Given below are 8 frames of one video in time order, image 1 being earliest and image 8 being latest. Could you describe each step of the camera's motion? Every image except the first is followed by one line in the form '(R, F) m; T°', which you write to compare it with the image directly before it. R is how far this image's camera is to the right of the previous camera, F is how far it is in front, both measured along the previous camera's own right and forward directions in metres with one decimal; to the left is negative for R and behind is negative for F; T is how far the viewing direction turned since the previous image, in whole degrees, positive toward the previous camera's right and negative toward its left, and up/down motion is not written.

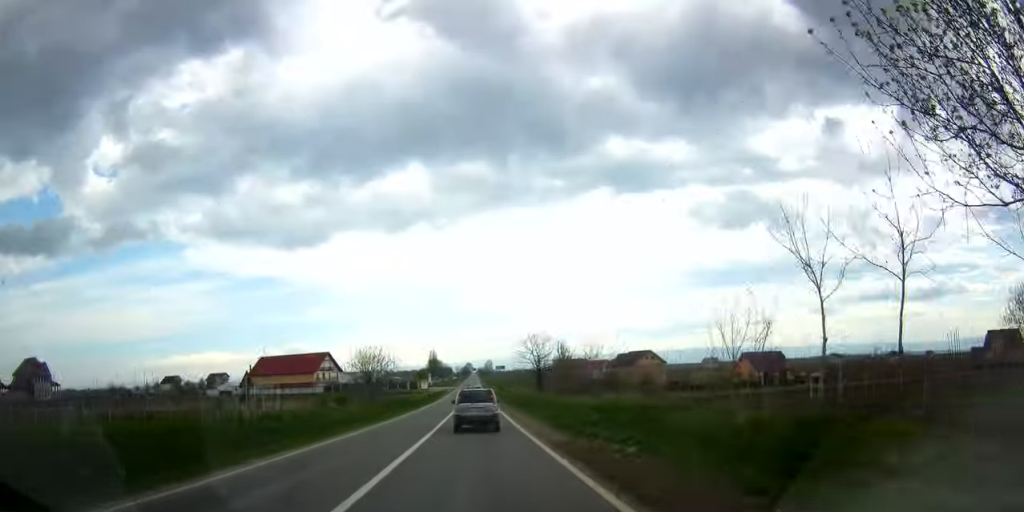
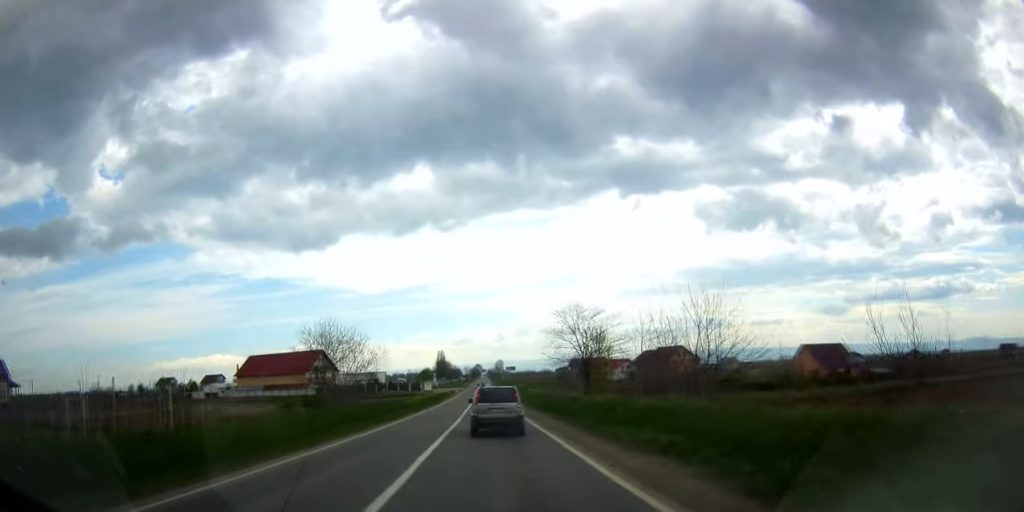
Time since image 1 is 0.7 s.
(-0.1, +17.8) m; 0°
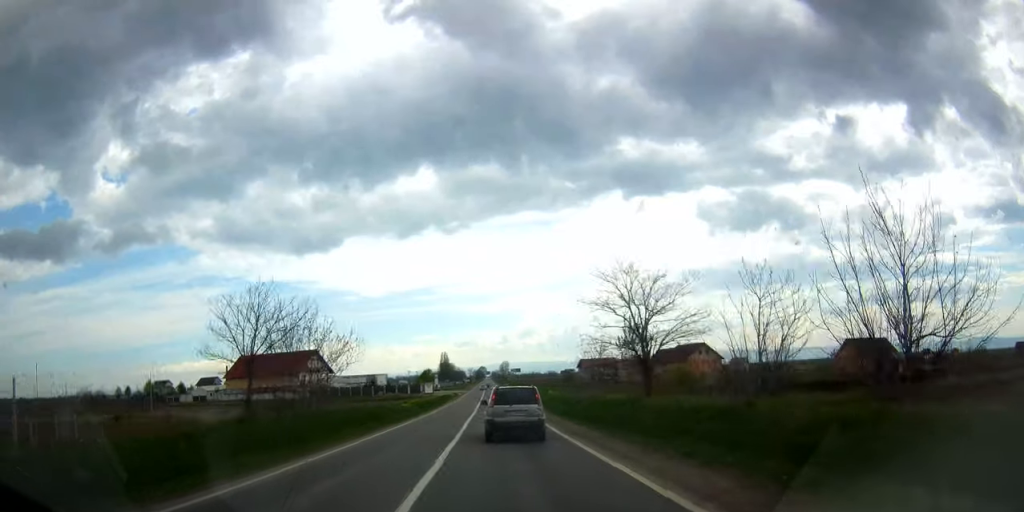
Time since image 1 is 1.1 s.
(+0.1, +11.0) m; 0°
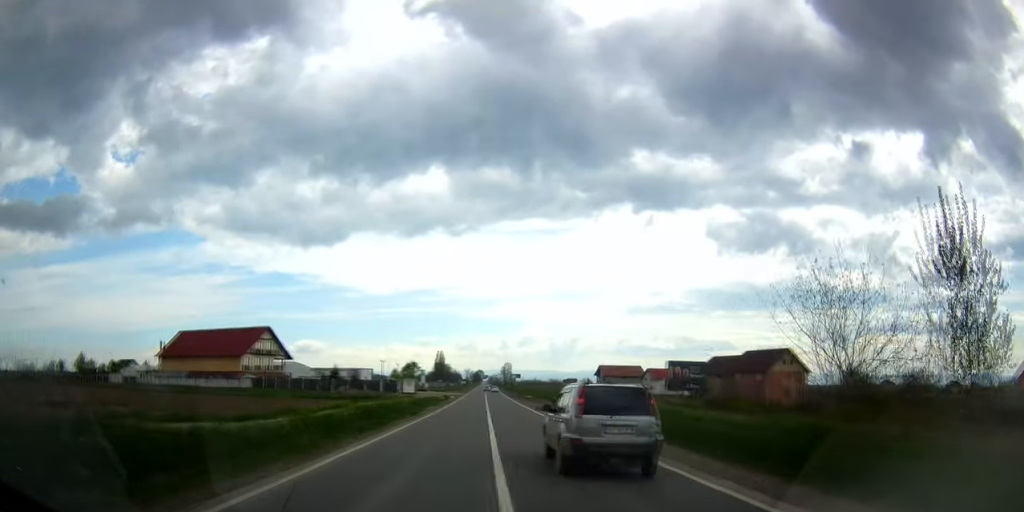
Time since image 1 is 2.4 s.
(-0.3, +36.2) m; -2°
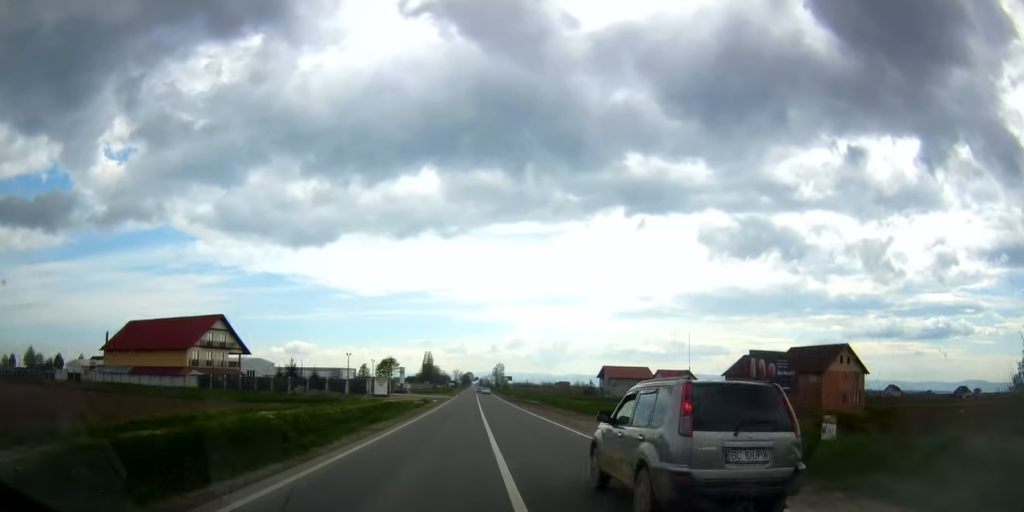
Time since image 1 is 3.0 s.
(-0.2, +19.1) m; -1°
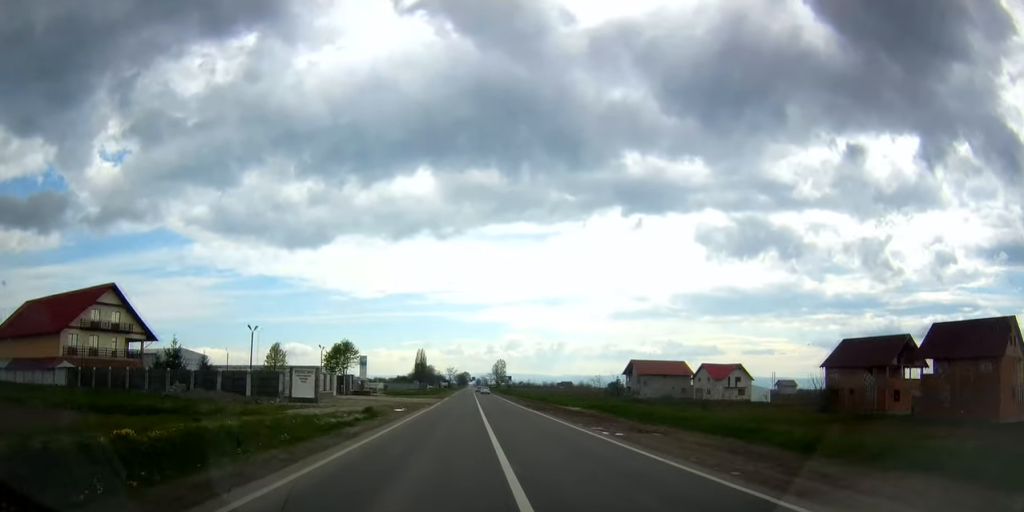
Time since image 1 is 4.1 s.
(-0.1, +33.4) m; 0°
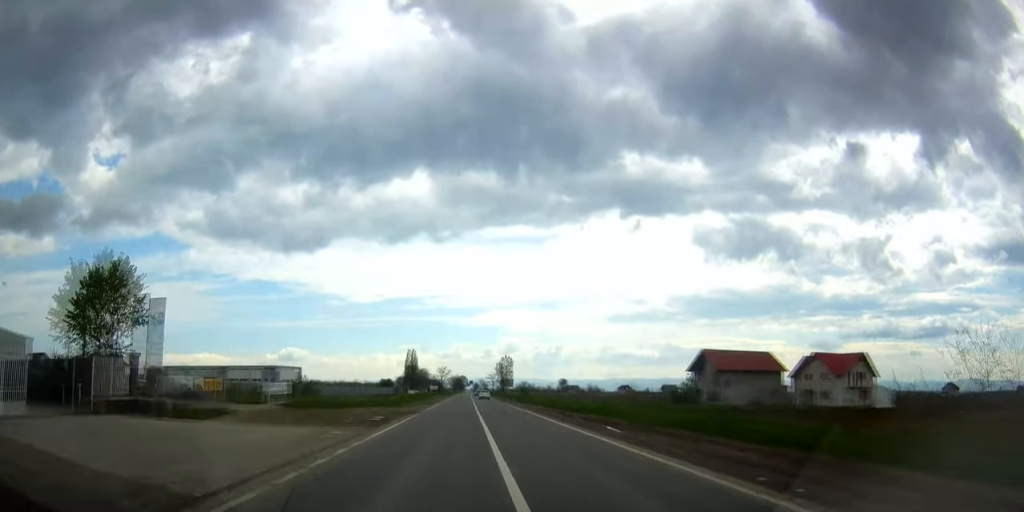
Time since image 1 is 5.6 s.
(+0.6, +48.2) m; +2°
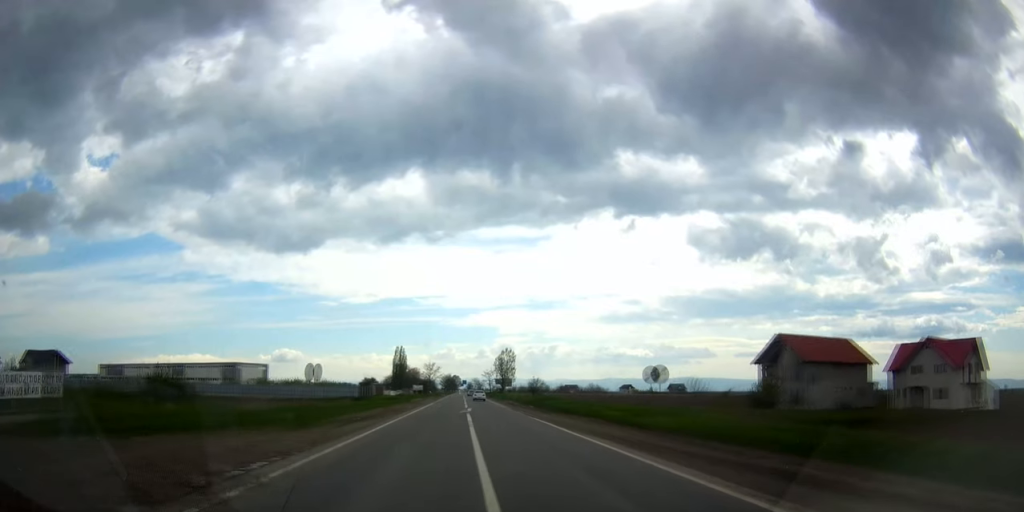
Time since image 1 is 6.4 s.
(+0.5, +29.6) m; 0°
